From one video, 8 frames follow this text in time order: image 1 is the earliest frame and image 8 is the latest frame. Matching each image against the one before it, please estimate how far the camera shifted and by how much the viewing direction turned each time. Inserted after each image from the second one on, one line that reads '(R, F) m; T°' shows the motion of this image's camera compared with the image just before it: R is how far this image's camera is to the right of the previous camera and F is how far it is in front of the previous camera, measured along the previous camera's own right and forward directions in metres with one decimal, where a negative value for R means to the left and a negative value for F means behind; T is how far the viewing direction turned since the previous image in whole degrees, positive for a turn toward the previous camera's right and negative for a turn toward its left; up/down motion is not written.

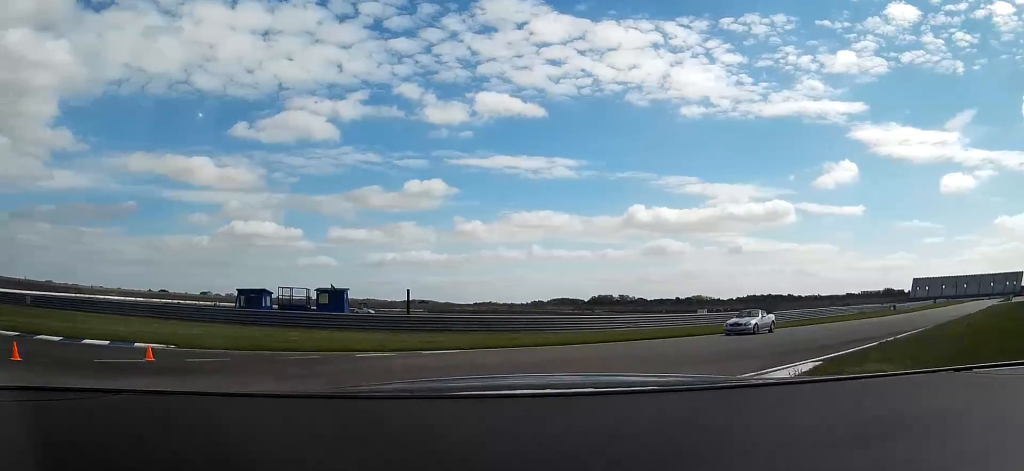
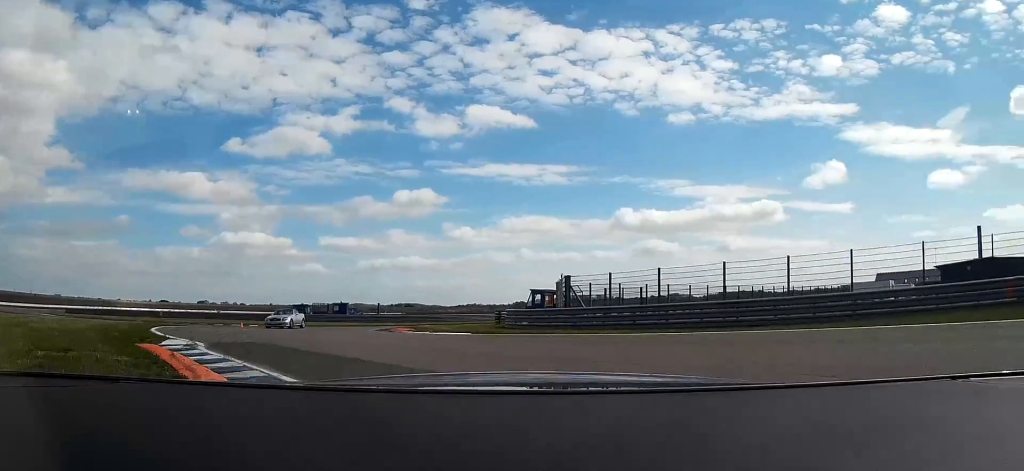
(-6.7, +38.4) m; -1°
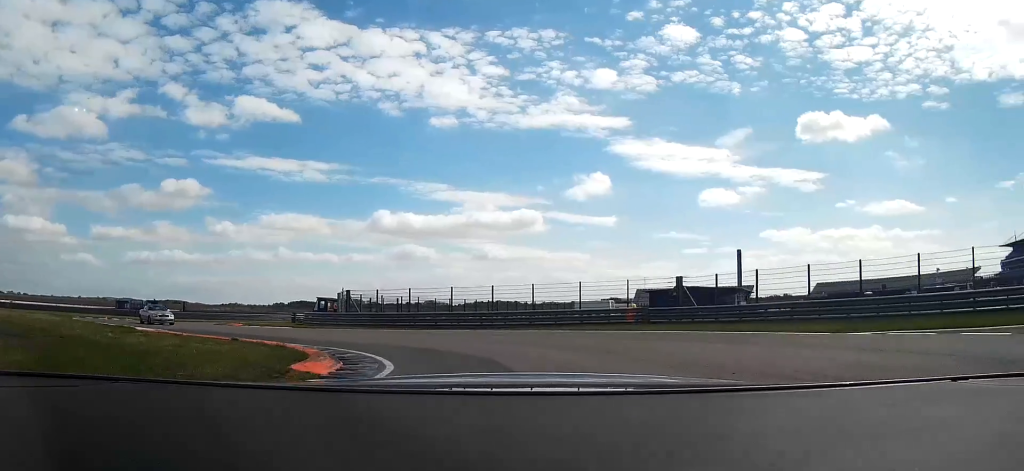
(+2.3, +15.0) m; +16°
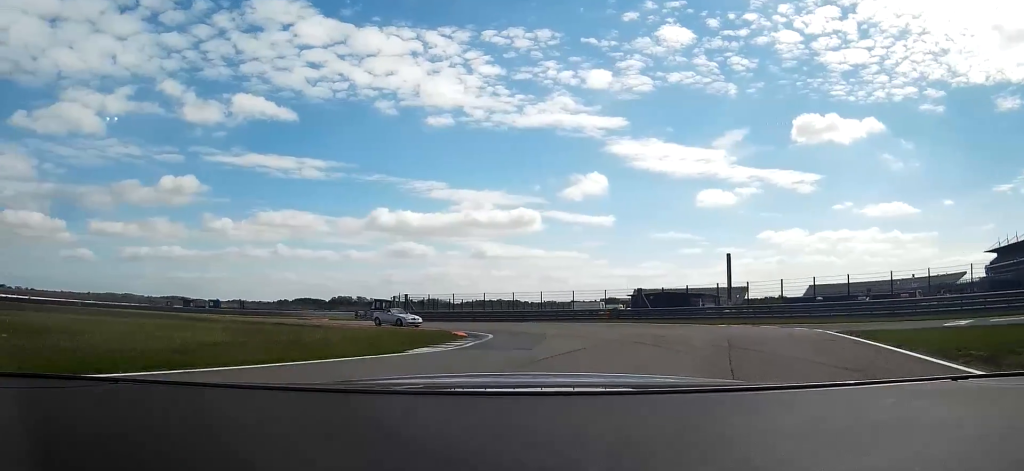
(+2.3, +18.1) m; +4°
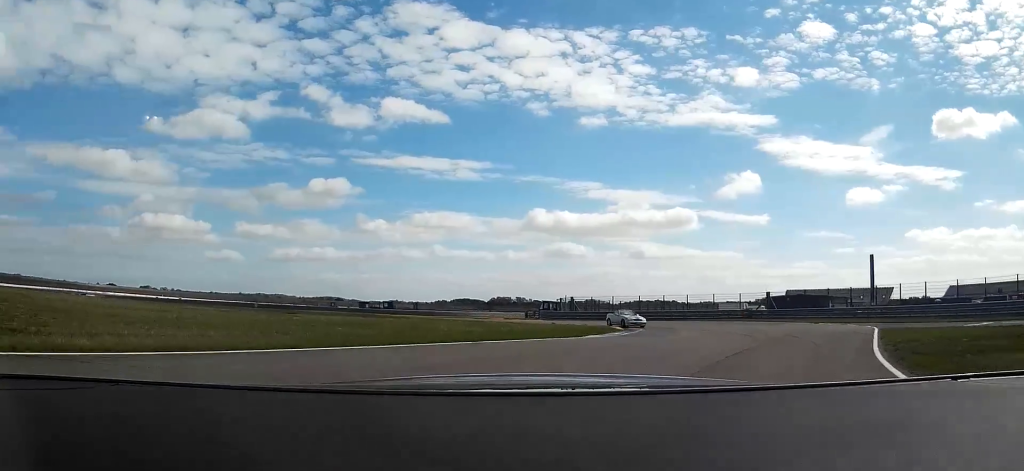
(+0.1, +9.5) m; -4°
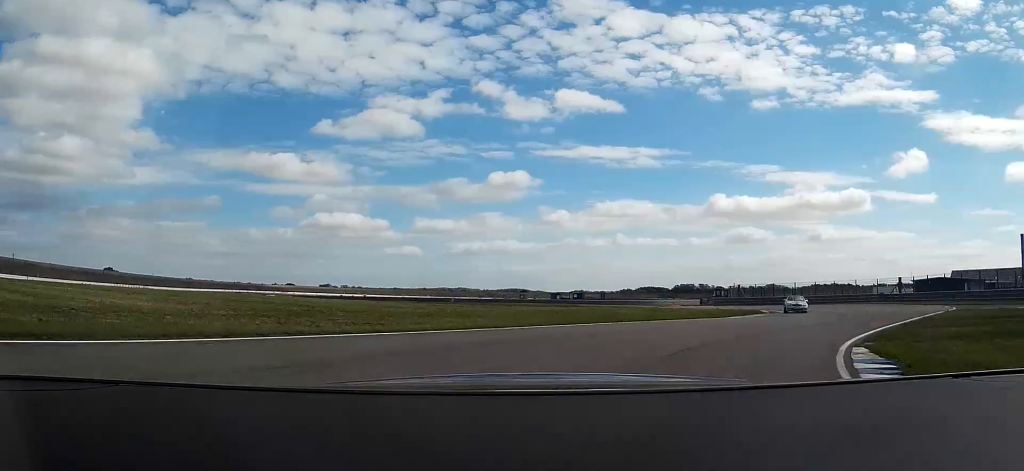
(-0.8, +9.6) m; -17°
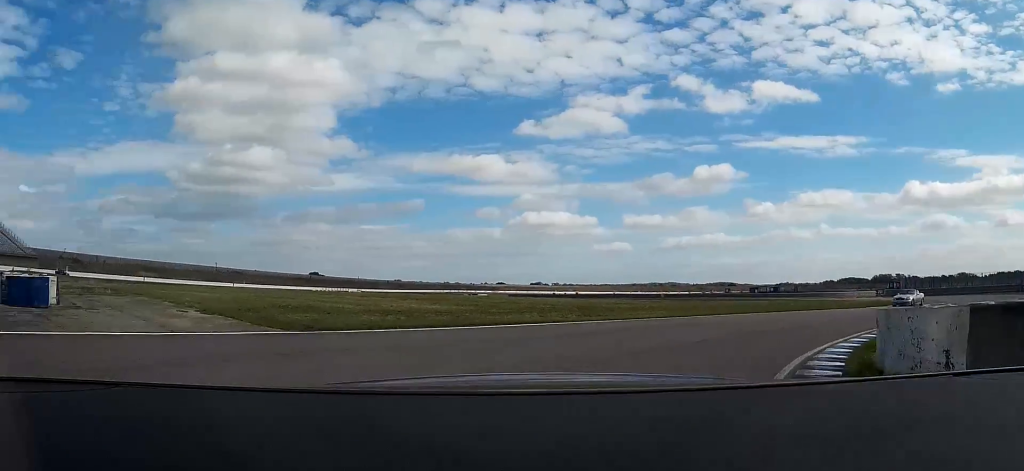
(-1.4, +9.4) m; -19°
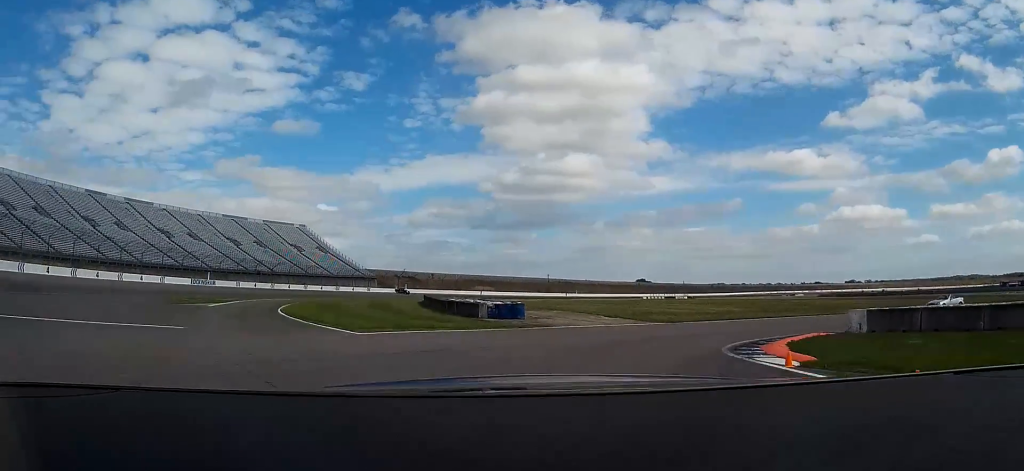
(-6.7, +18.3) m; -32°
